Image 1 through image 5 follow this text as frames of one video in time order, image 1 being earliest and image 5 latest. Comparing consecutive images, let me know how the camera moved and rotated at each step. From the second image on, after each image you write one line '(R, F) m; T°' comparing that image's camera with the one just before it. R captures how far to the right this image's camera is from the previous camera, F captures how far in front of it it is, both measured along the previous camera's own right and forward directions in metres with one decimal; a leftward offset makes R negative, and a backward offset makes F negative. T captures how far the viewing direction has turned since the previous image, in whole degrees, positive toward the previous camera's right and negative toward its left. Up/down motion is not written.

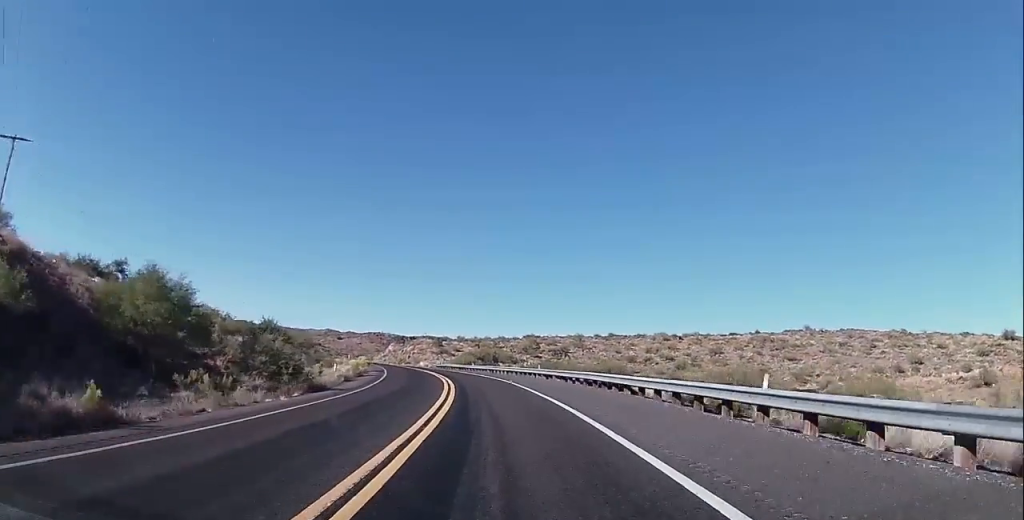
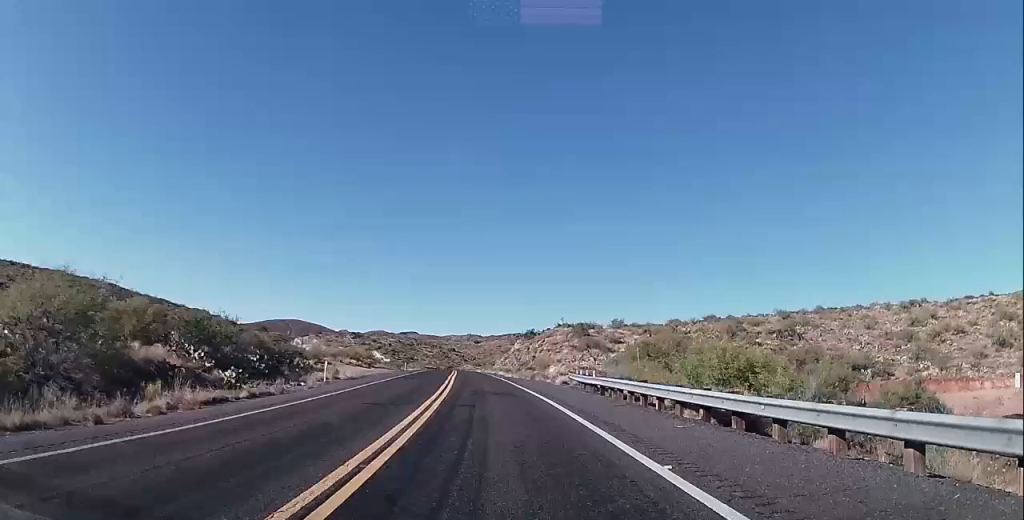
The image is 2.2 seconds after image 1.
(-1.9, +57.1) m; -9°
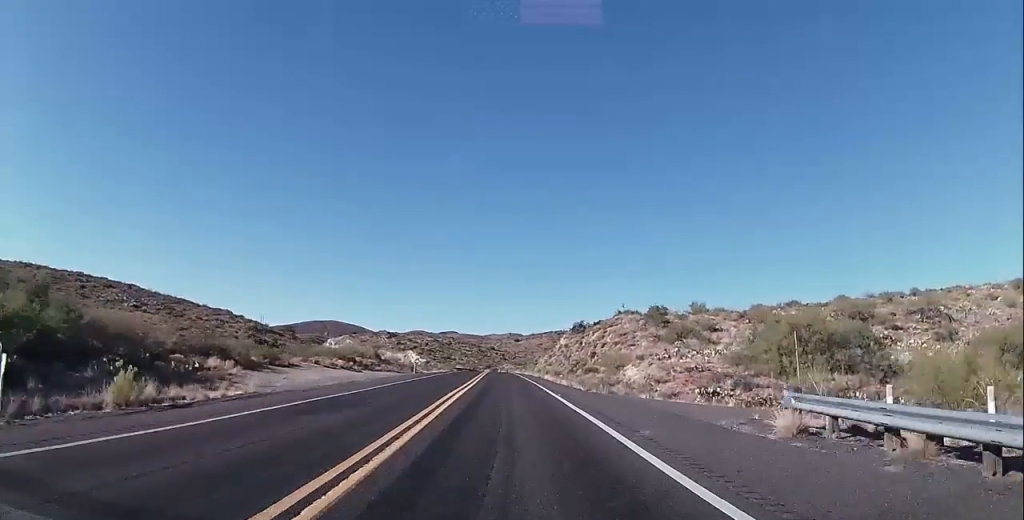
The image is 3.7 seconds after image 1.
(-4.2, +43.3) m; -6°
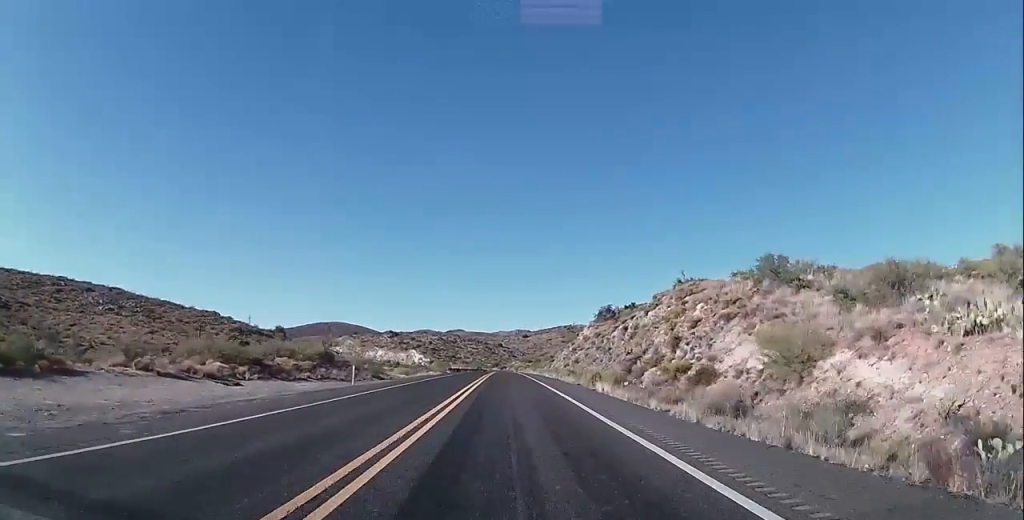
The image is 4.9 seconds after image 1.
(0.0, +33.7) m; 0°
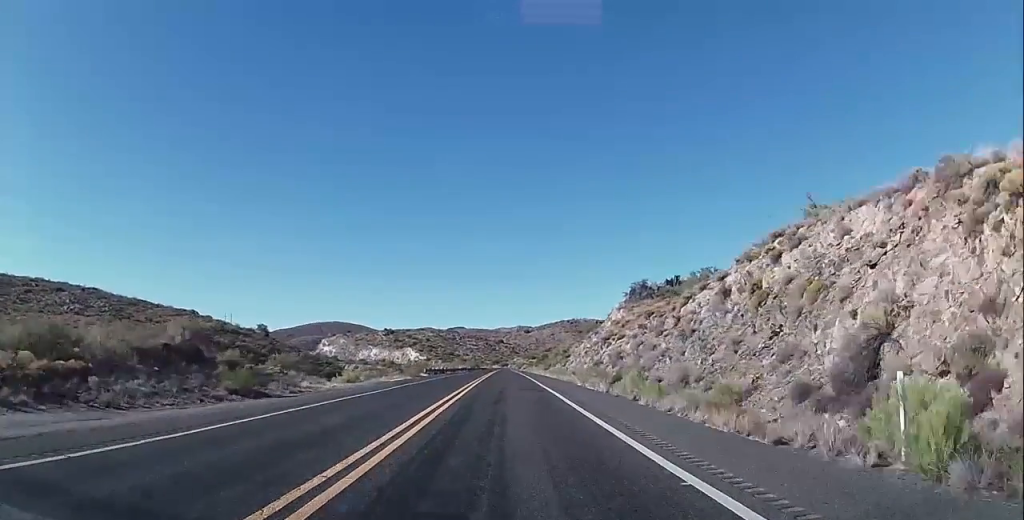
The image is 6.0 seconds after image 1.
(0.0, +33.1) m; -1°
